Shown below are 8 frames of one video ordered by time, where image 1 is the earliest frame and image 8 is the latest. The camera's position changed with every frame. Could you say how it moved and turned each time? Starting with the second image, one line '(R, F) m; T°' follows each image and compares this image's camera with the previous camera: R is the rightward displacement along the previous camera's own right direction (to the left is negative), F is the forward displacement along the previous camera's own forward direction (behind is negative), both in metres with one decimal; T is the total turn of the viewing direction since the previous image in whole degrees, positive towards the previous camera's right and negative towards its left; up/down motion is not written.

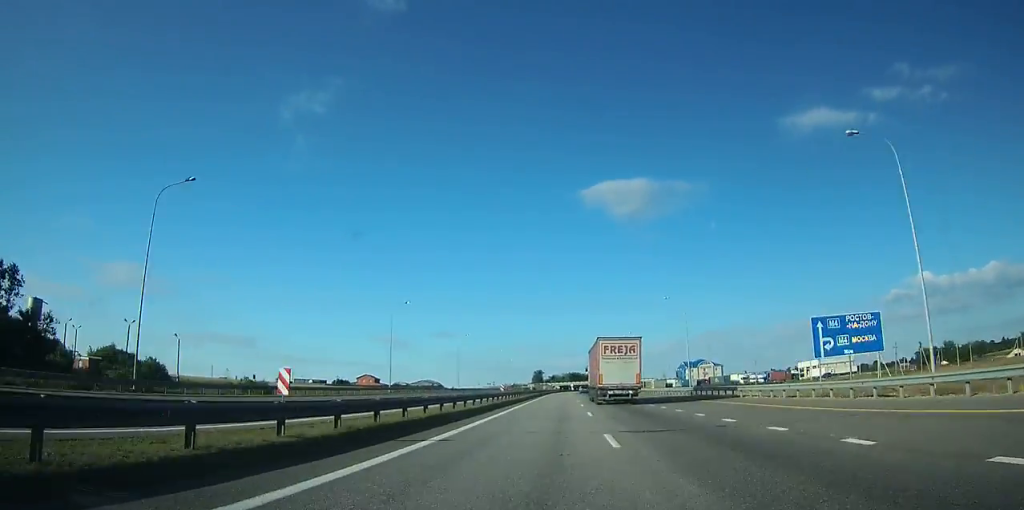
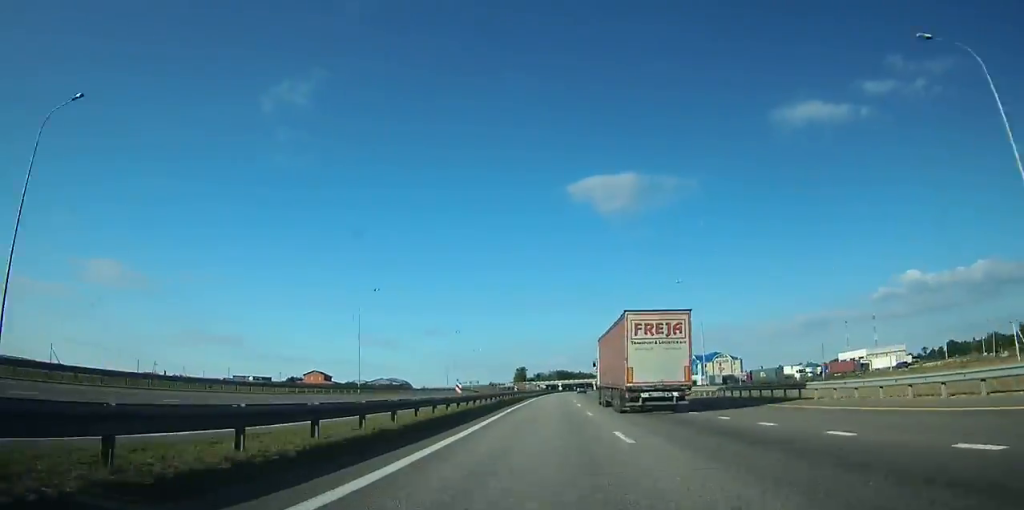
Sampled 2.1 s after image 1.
(0.0, +63.1) m; +1°
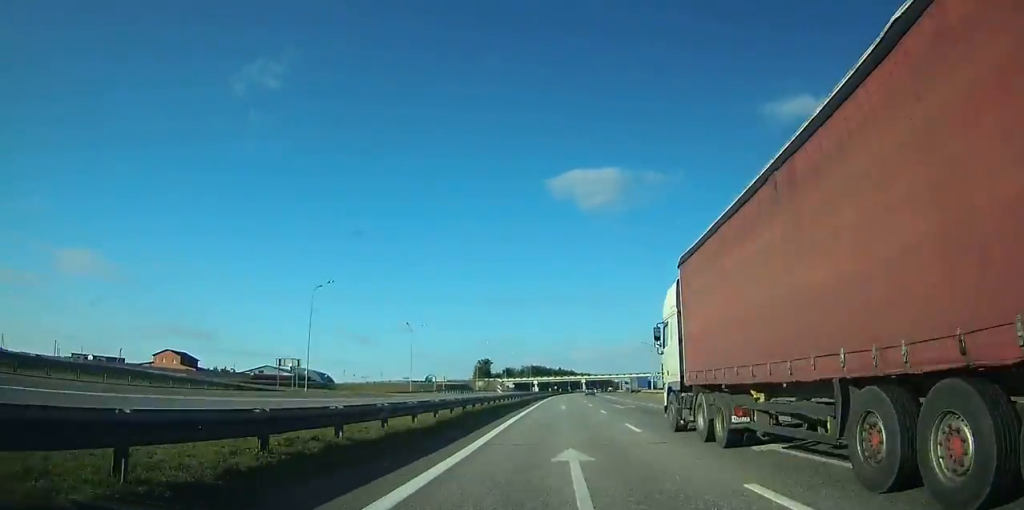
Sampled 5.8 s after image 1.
(+2.3, +107.5) m; +3°
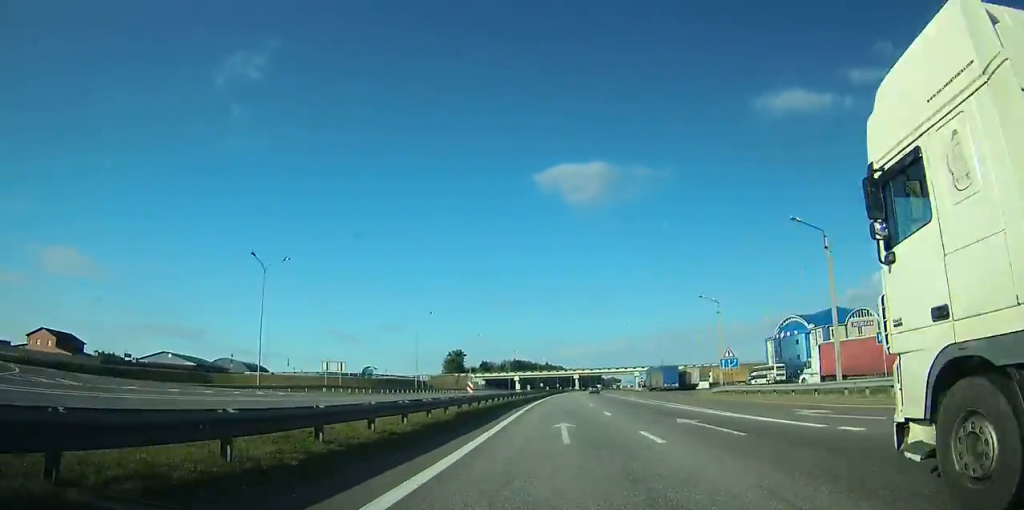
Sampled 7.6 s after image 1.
(+0.3, +48.6) m; +2°
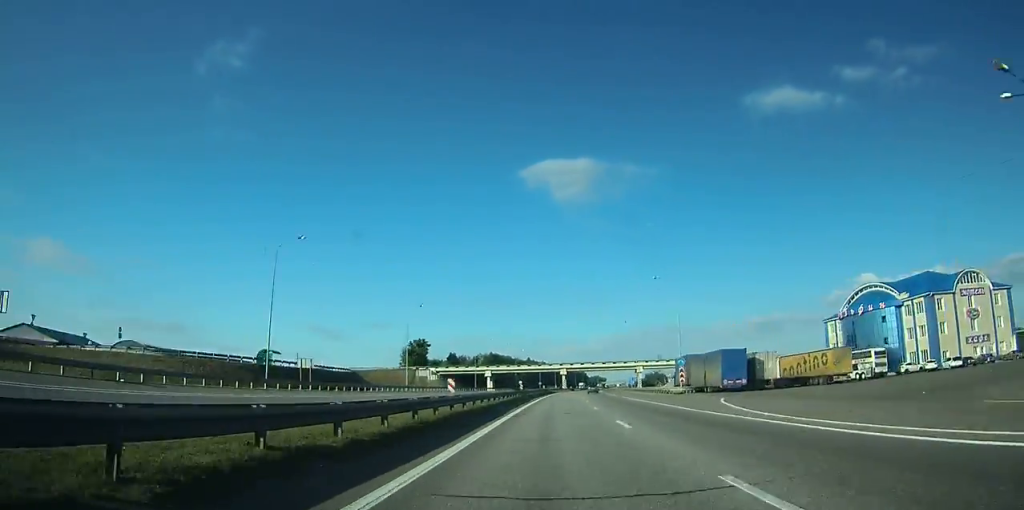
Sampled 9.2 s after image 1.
(+1.0, +41.5) m; +2°
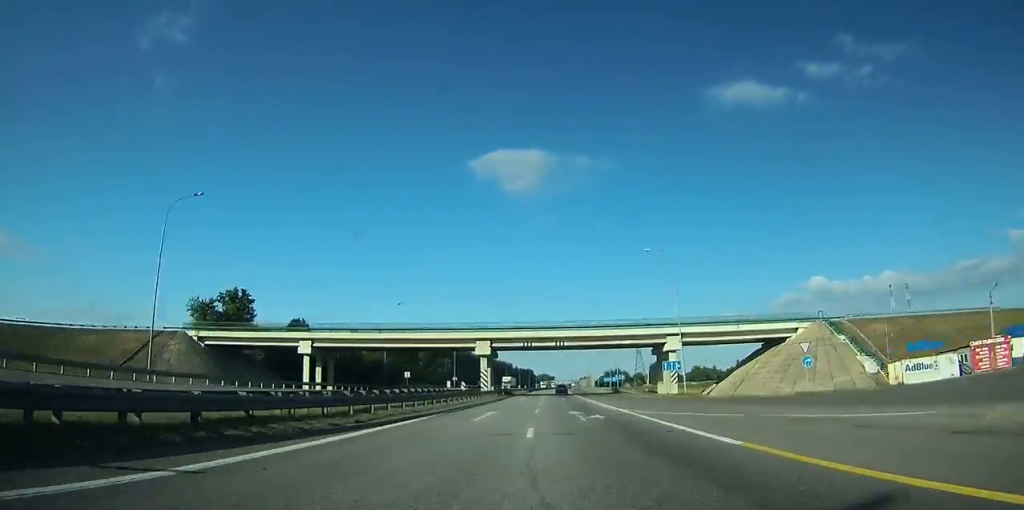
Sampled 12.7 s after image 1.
(+3.3, +92.7) m; +3°
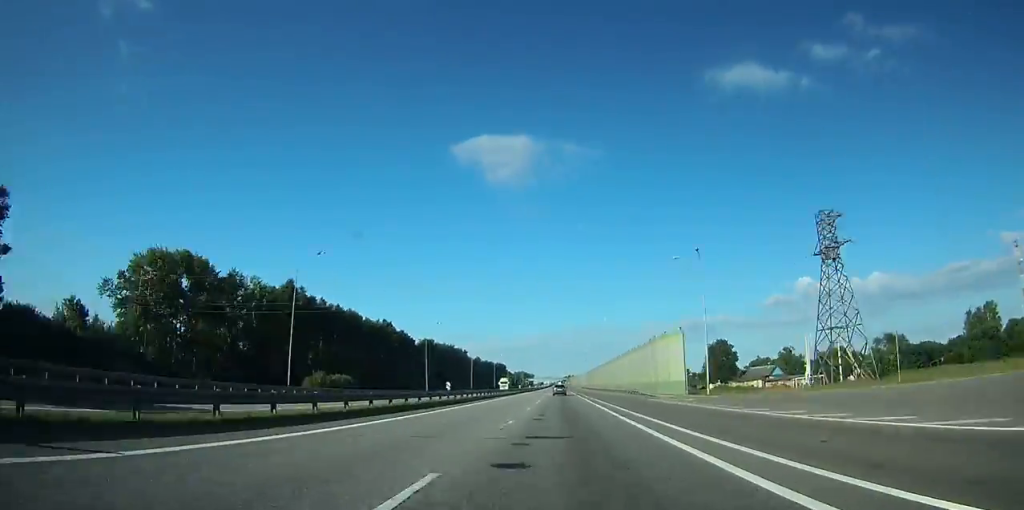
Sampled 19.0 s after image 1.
(+4.2, +171.7) m; +2°
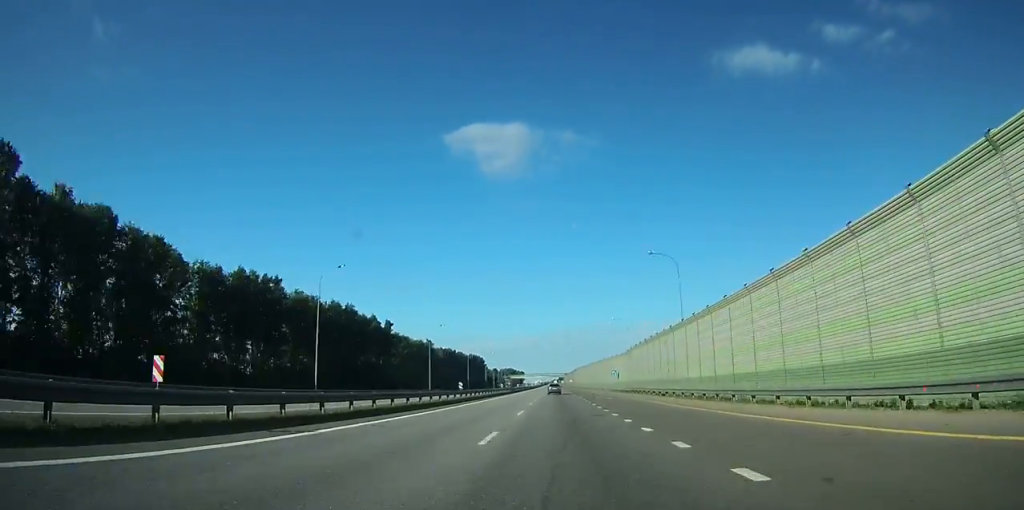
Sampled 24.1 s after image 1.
(+1.2, +143.7) m; +1°
